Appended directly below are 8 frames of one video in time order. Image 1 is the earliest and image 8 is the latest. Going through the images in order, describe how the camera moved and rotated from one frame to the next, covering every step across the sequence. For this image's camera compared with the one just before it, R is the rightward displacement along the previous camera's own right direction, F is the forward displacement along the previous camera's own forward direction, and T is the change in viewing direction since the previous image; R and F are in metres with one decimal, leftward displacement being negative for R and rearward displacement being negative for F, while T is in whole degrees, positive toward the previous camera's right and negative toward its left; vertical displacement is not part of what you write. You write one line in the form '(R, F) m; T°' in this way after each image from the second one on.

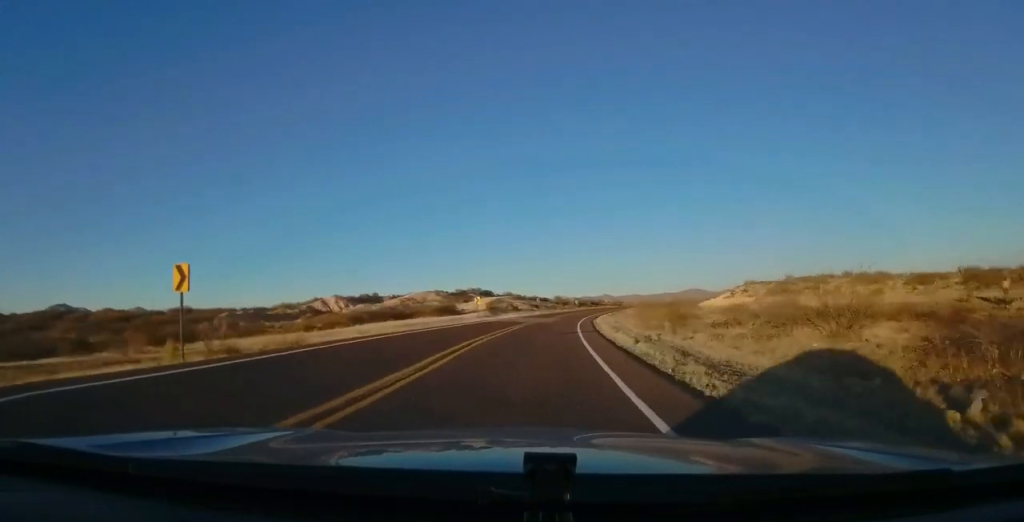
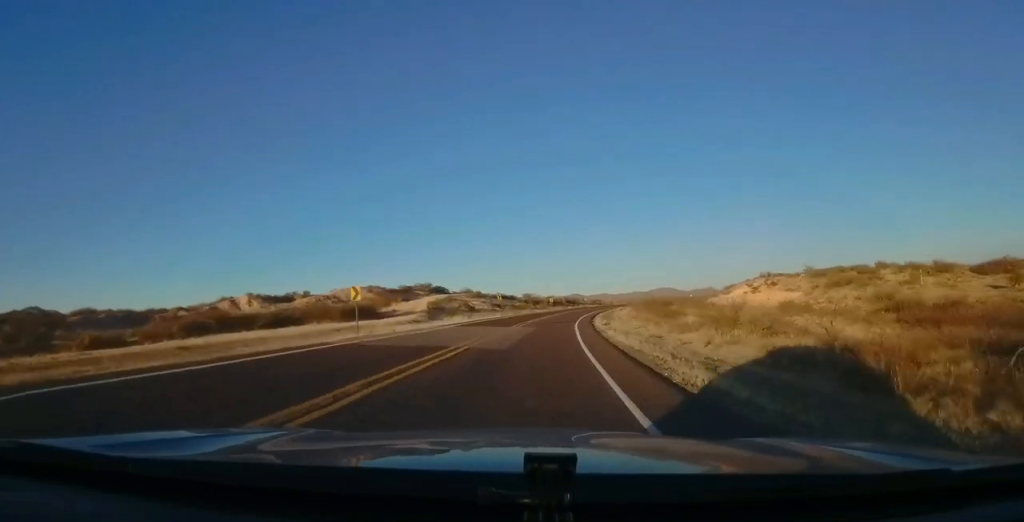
(+1.3, +26.9) m; +3°
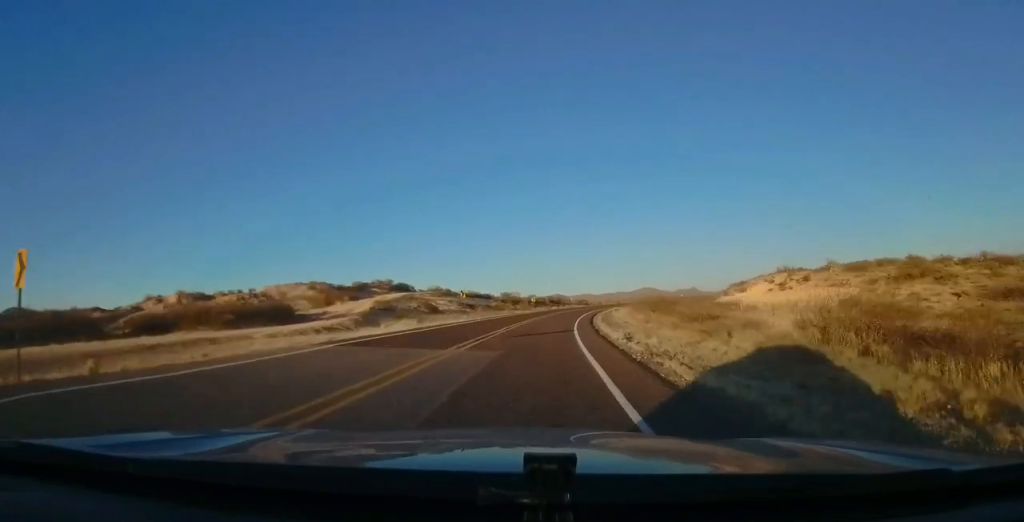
(+0.3, +16.3) m; +1°
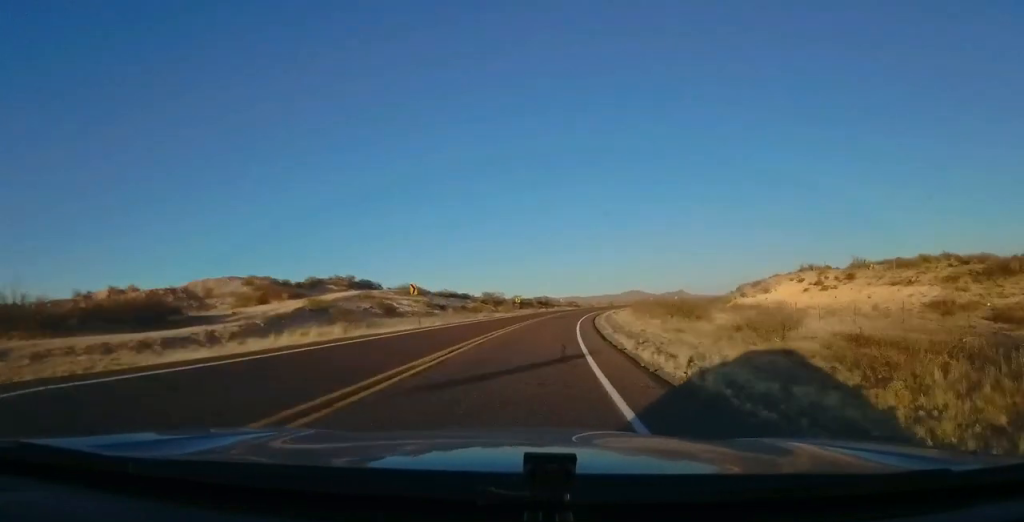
(-0.1, +13.5) m; +1°
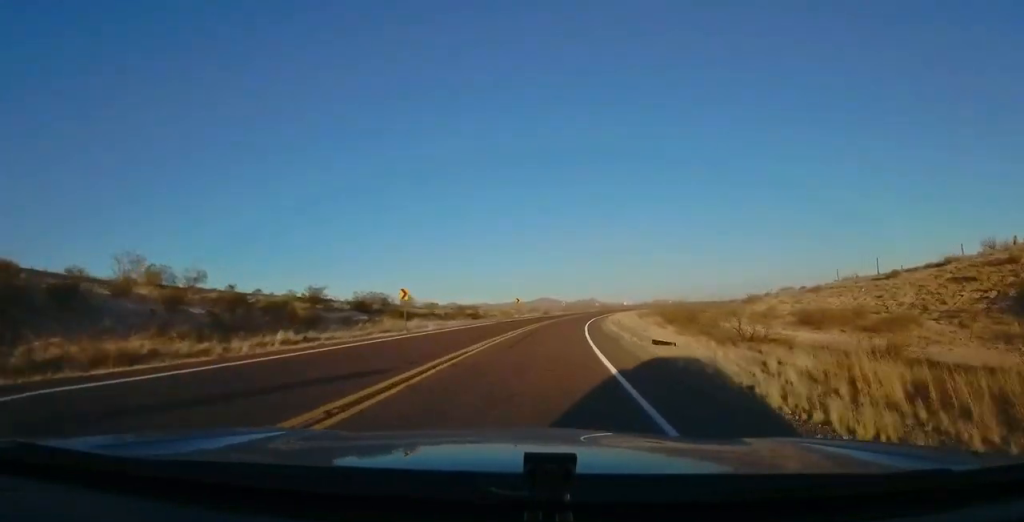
(+5.7, +80.3) m; +9°
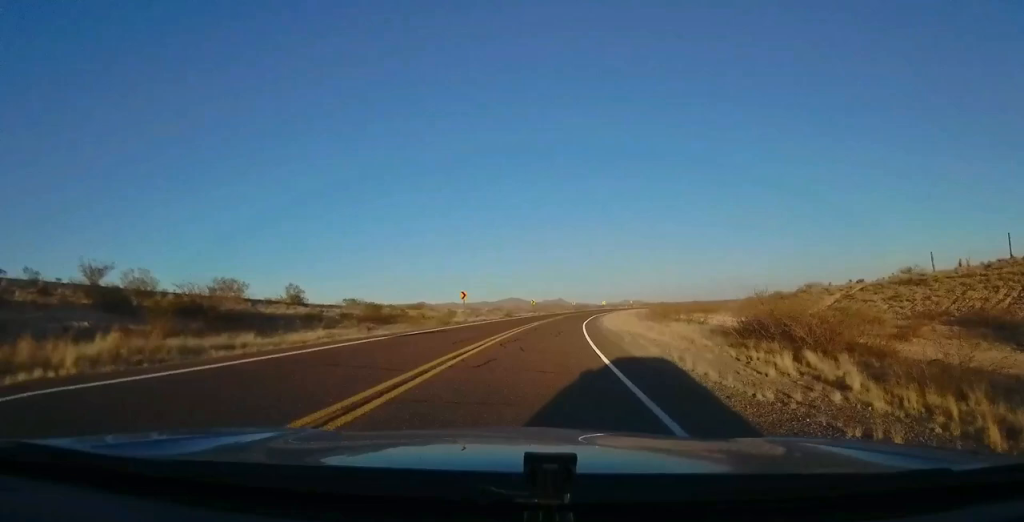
(+0.8, +24.4) m; +4°
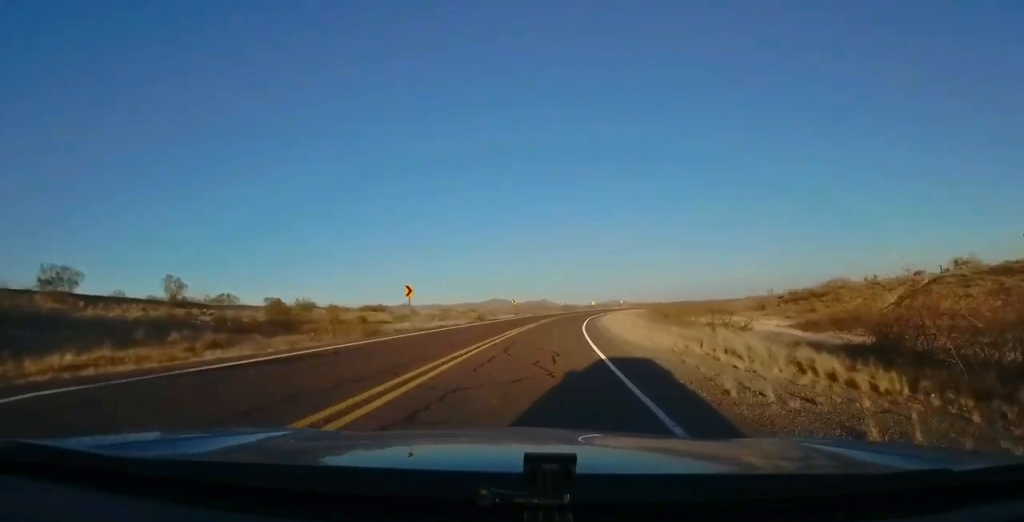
(+0.3, +13.7) m; +1°
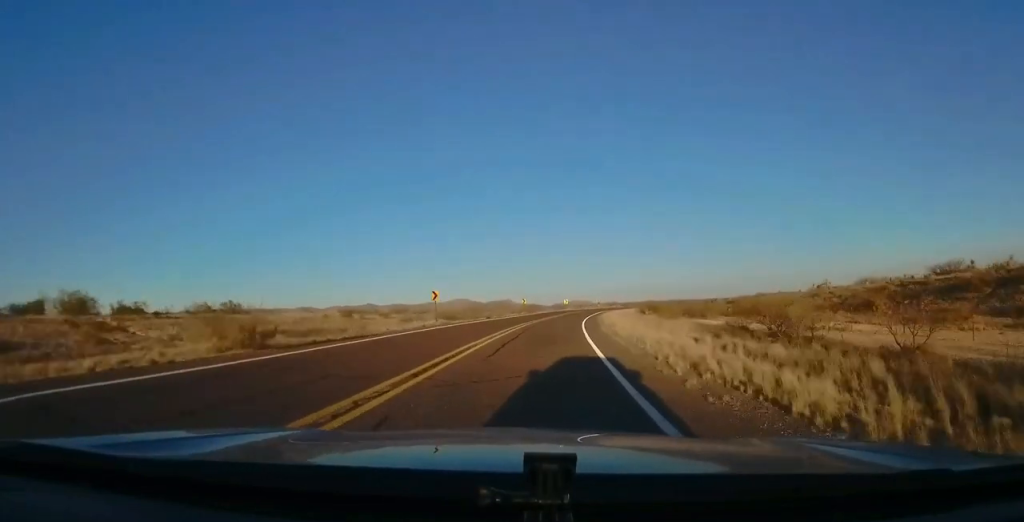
(+0.8, +32.2) m; +4°
